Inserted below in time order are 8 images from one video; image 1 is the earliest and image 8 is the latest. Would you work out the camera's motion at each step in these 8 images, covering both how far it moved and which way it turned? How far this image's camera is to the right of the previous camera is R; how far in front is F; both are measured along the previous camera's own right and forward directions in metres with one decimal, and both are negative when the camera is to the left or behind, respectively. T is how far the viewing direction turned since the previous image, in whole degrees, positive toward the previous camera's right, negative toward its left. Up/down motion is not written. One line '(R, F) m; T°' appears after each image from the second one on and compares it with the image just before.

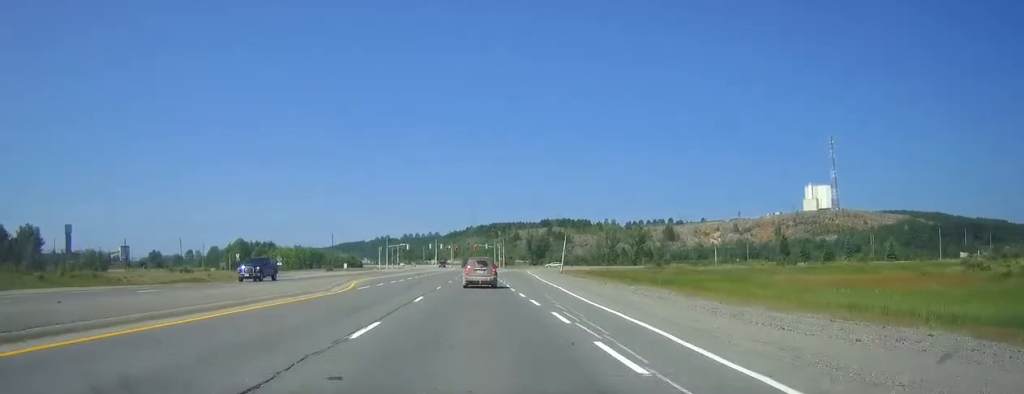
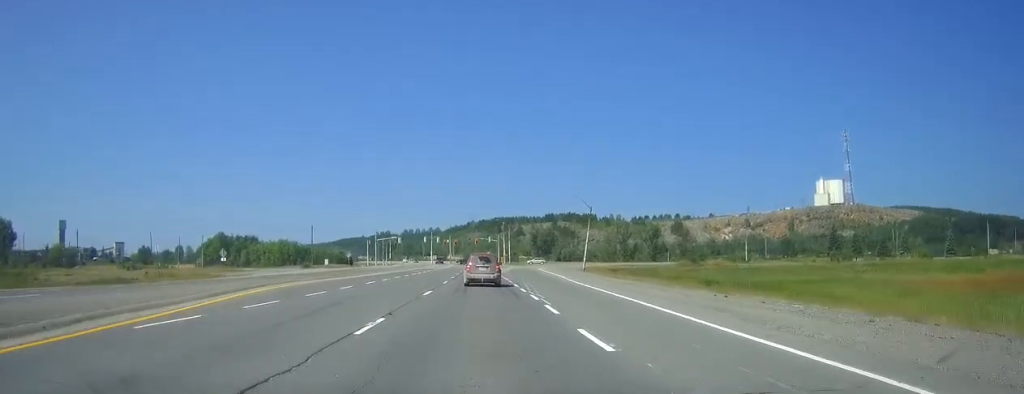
(-0.1, +23.2) m; 0°
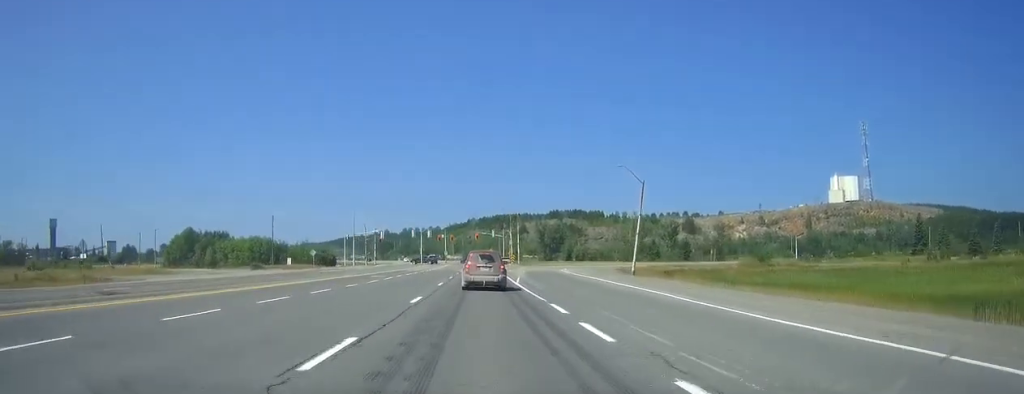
(+0.1, +29.9) m; 0°
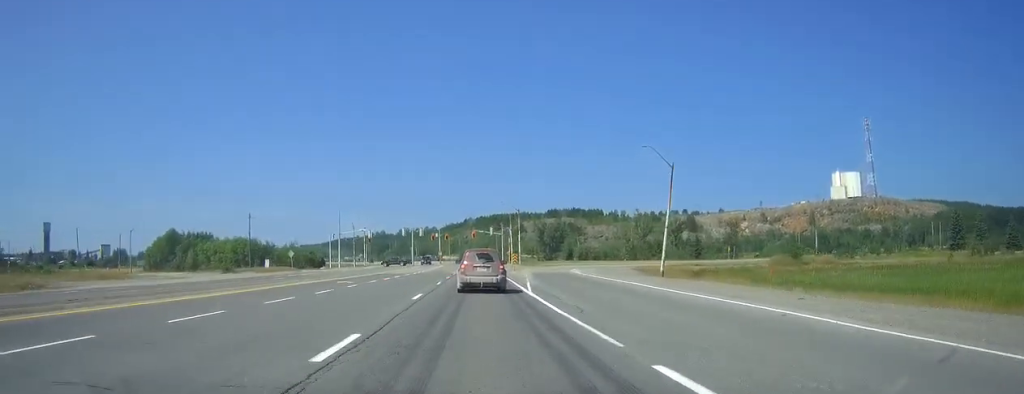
(0.0, +11.5) m; 0°
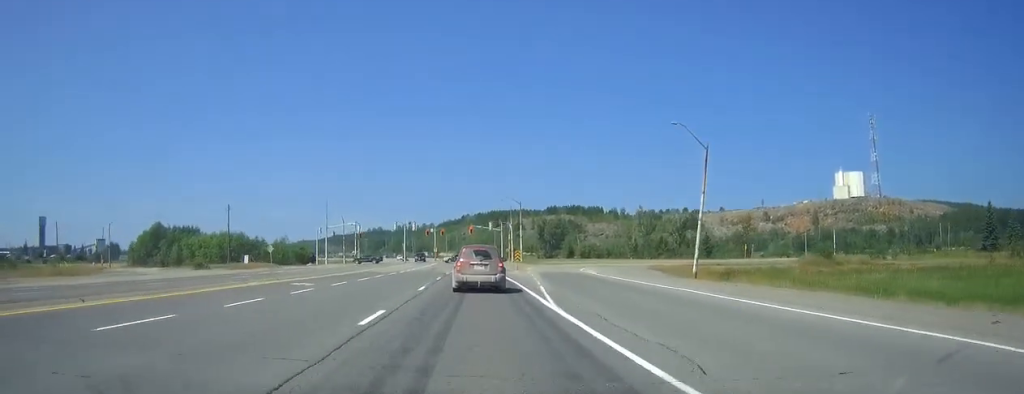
(0.0, +9.1) m; 0°
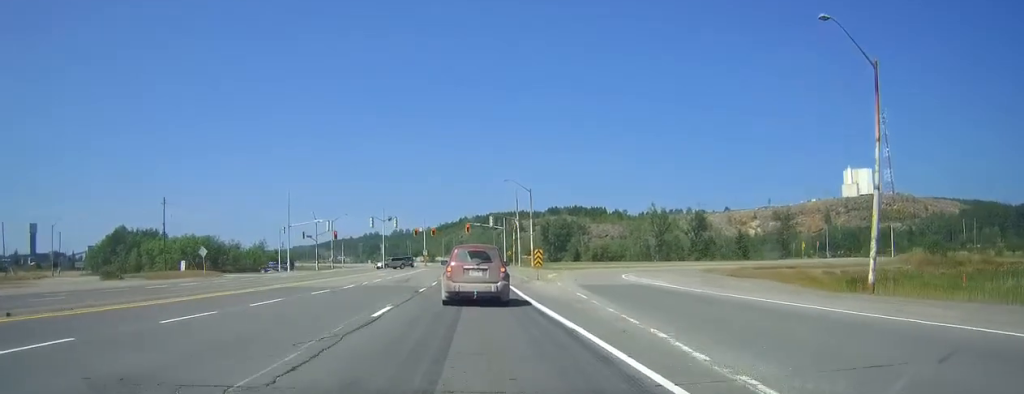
(+0.2, +23.3) m; 0°
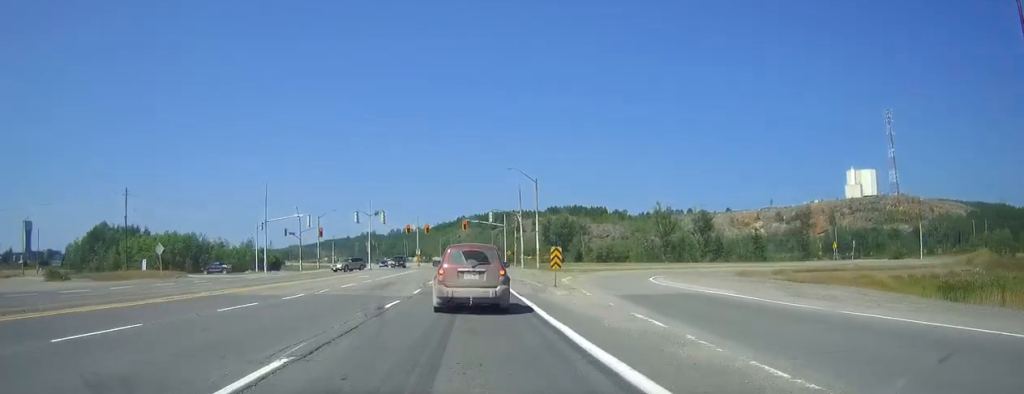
(-0.1, +10.1) m; -1°
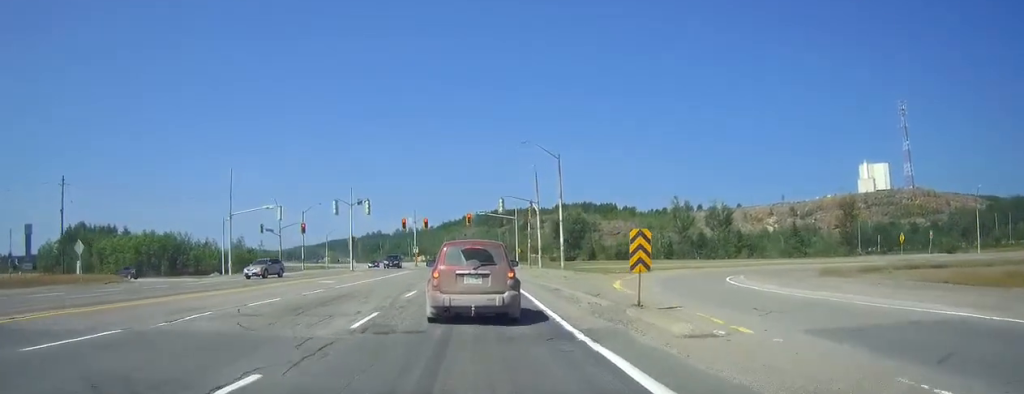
(-0.2, +15.6) m; -1°
